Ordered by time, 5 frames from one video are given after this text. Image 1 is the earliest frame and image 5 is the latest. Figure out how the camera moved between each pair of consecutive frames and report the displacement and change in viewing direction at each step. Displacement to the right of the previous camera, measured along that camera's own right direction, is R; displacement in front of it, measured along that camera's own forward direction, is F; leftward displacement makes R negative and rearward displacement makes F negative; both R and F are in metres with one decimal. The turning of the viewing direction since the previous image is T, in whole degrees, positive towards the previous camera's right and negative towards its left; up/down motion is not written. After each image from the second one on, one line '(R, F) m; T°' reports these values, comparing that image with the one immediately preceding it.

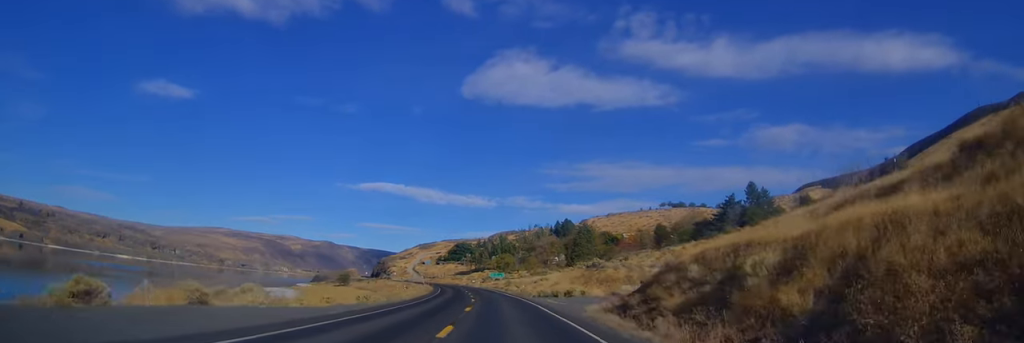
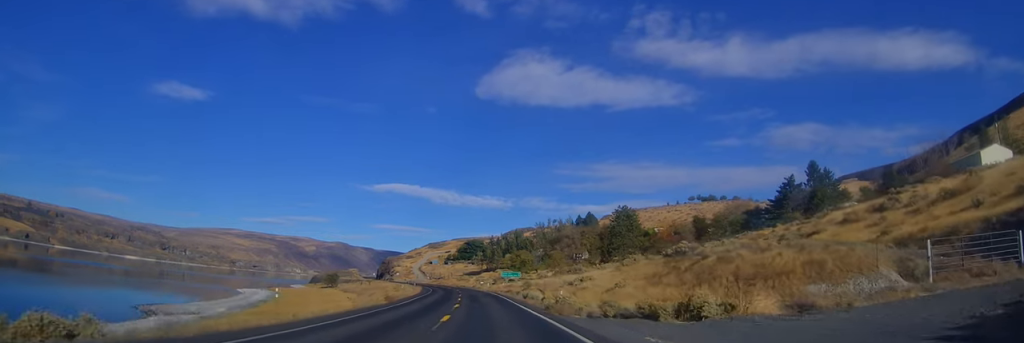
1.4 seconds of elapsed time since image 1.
(-0.1, +30.0) m; -1°
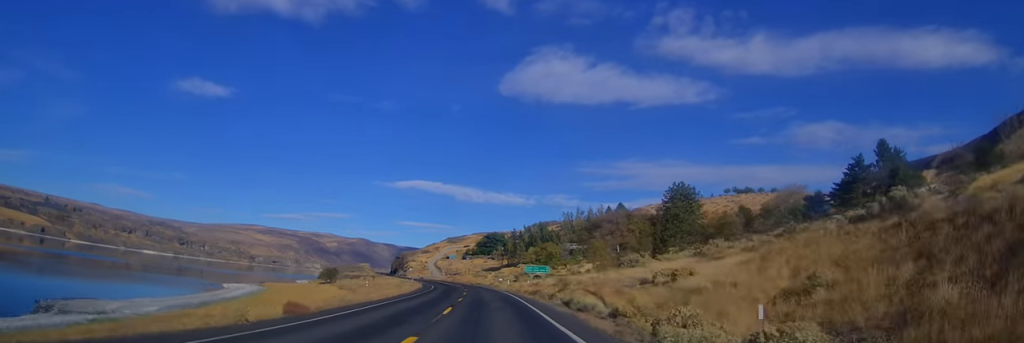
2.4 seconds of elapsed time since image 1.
(-0.3, +22.1) m; -1°
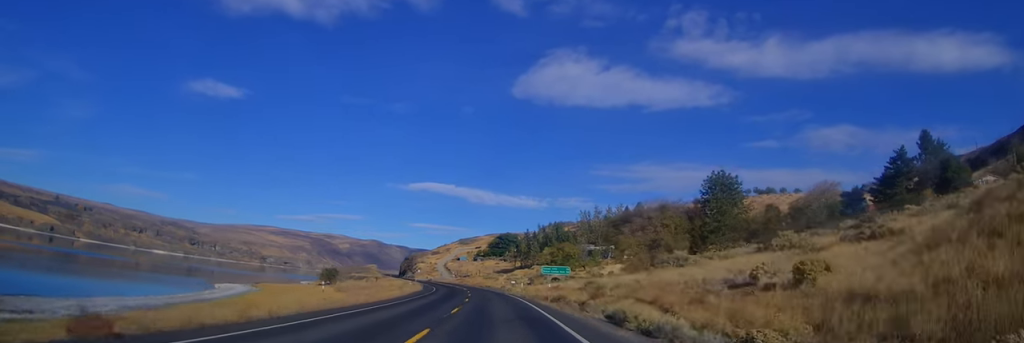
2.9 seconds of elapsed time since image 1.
(0.0, +11.0) m; 0°
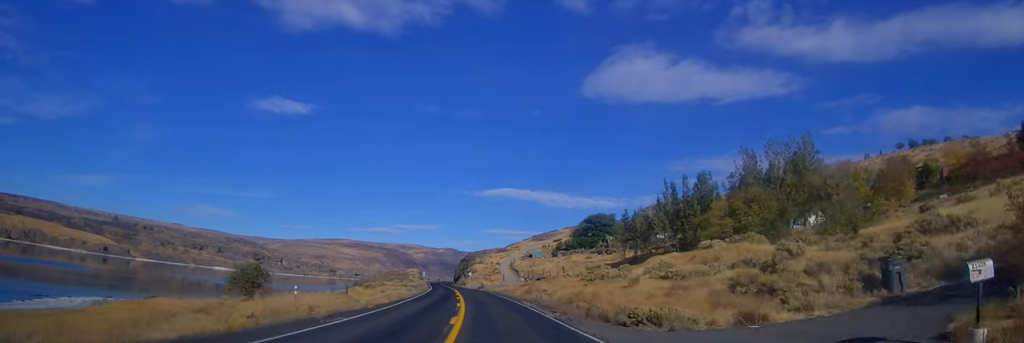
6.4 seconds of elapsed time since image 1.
(-4.8, +78.1) m; -7°
